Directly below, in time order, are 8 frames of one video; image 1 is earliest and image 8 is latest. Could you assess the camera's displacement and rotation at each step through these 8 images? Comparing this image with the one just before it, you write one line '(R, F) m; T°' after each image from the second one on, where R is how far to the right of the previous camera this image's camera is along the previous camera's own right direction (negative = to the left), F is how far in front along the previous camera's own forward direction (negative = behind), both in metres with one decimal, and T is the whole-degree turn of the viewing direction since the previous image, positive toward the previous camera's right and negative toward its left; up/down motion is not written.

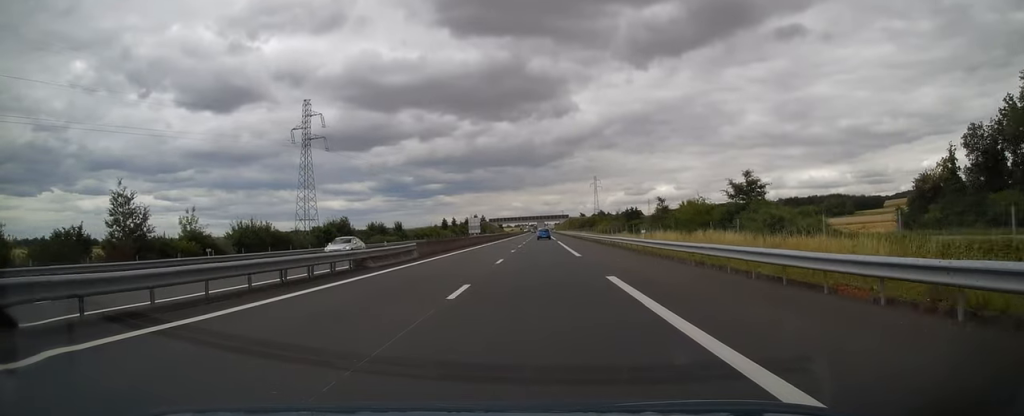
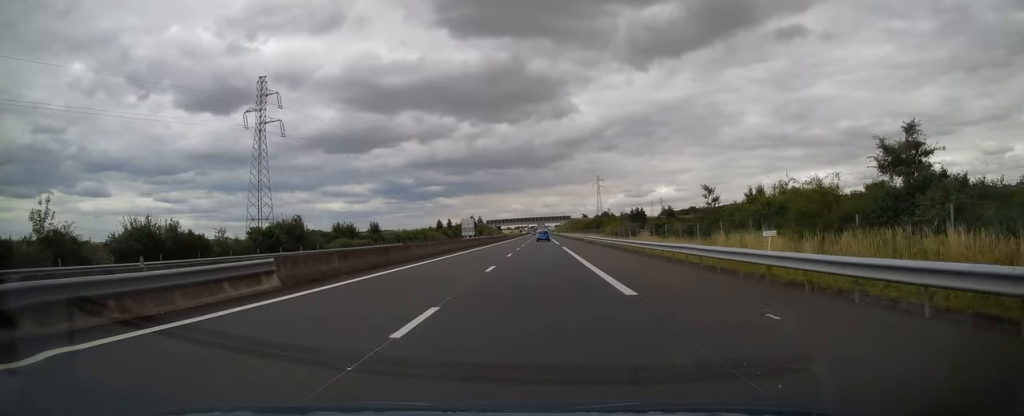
(+0.1, +17.3) m; 0°
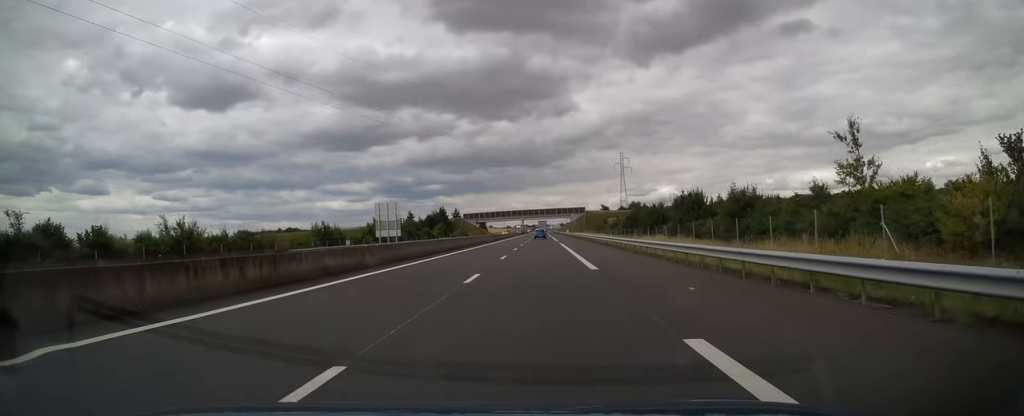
(+0.1, +96.3) m; +1°
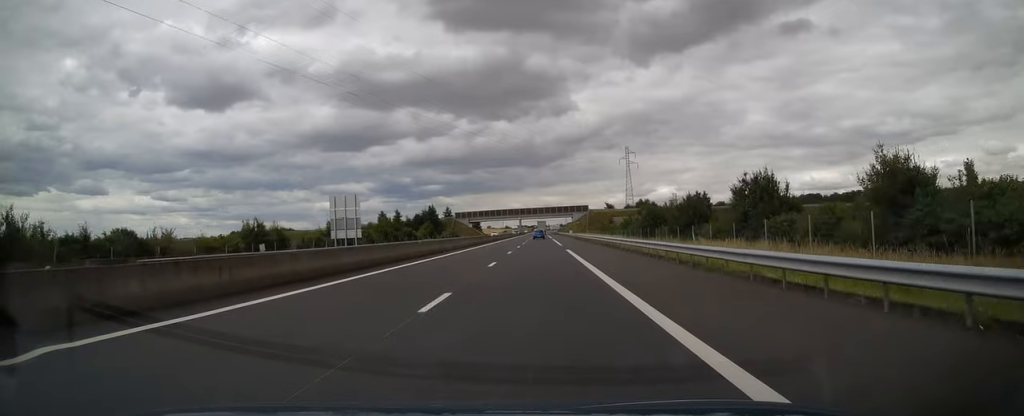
(0.0, +18.7) m; 0°
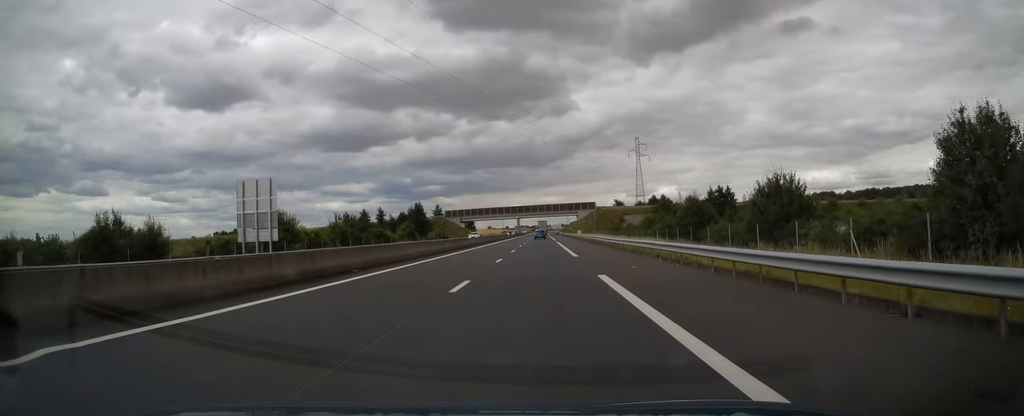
(0.0, +22.7) m; 0°
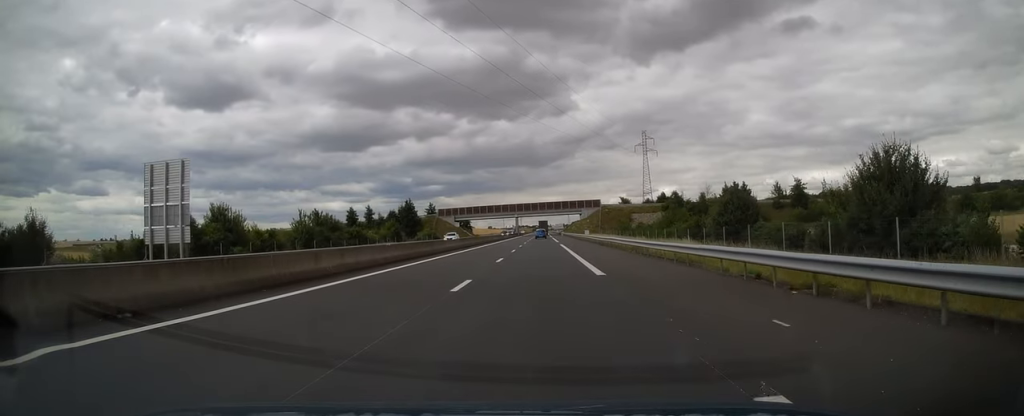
(0.0, +12.8) m; 0°
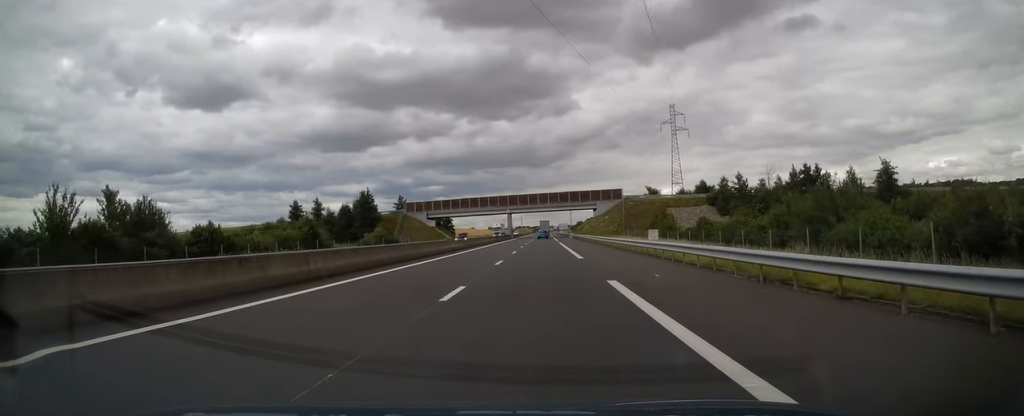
(-0.2, +40.8) m; -1°
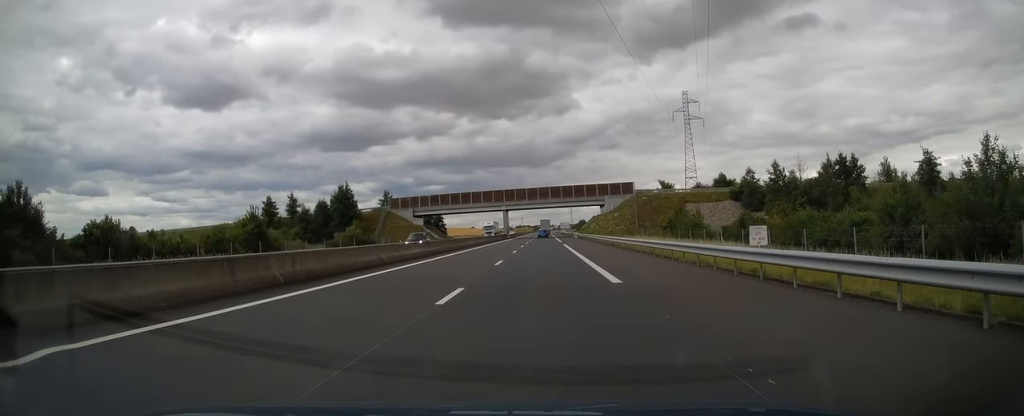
(-0.2, +13.8) m; 0°
